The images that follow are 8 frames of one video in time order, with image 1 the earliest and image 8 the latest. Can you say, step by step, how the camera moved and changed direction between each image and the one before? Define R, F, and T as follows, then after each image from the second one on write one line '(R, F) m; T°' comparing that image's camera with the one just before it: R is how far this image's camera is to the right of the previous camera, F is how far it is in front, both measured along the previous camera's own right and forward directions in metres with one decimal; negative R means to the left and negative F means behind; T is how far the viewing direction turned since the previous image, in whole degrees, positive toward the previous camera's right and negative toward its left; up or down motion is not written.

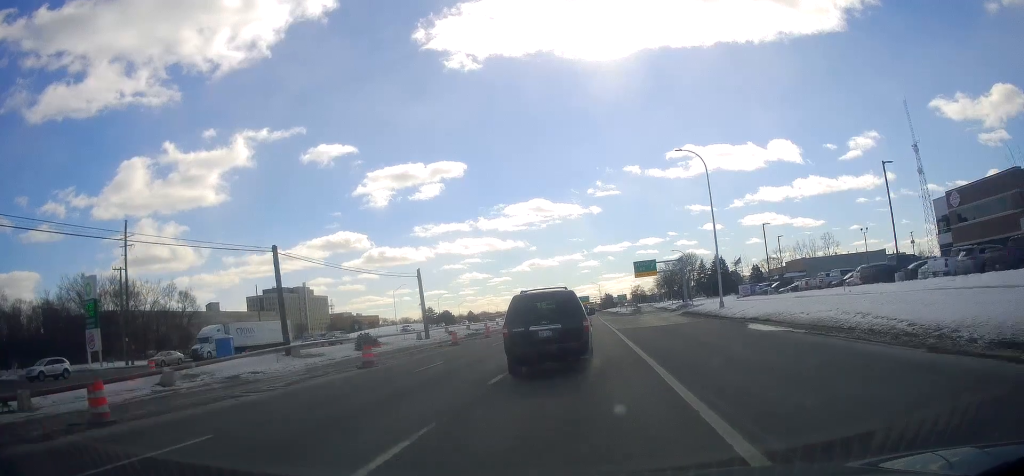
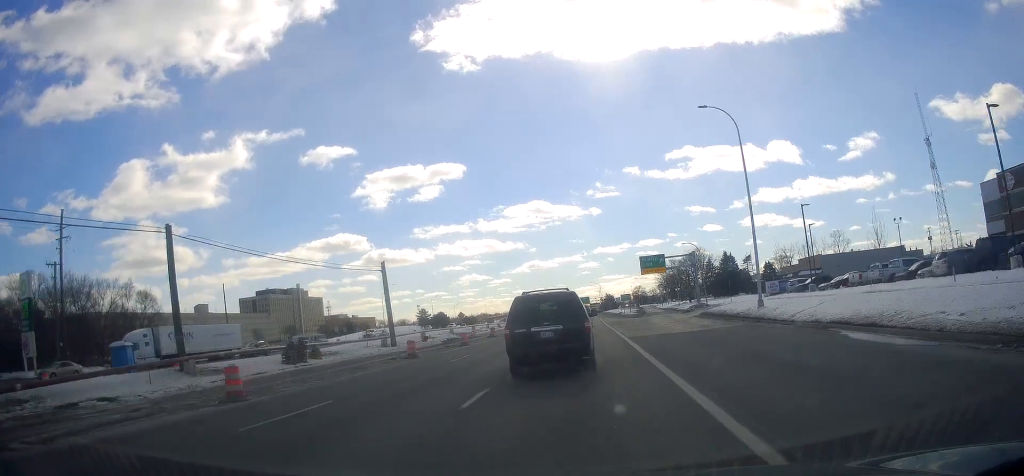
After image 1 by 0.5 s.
(+0.1, +10.7) m; 0°
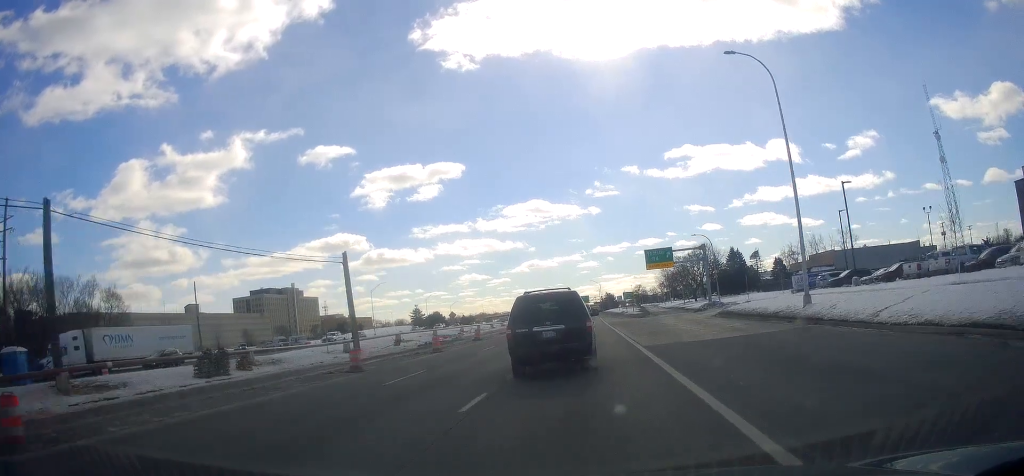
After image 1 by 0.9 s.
(-0.3, +8.0) m; 0°
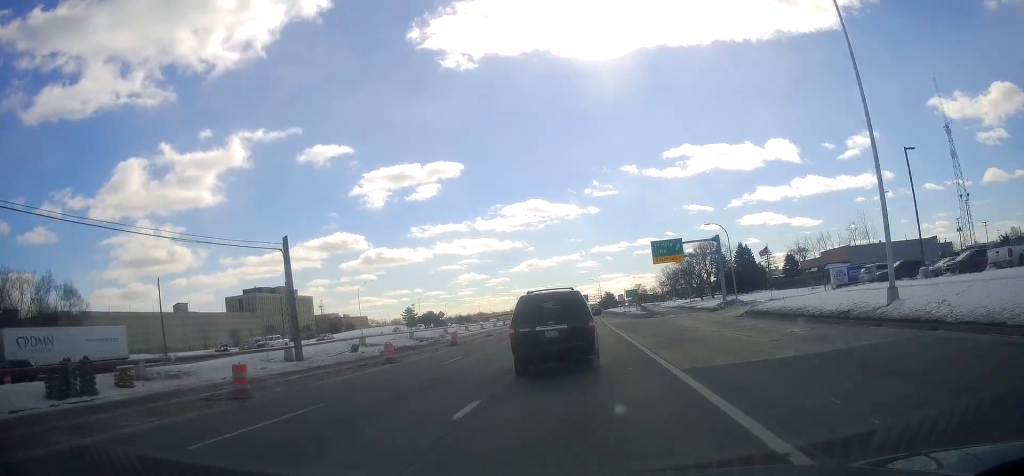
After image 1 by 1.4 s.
(-0.3, +8.7) m; 0°
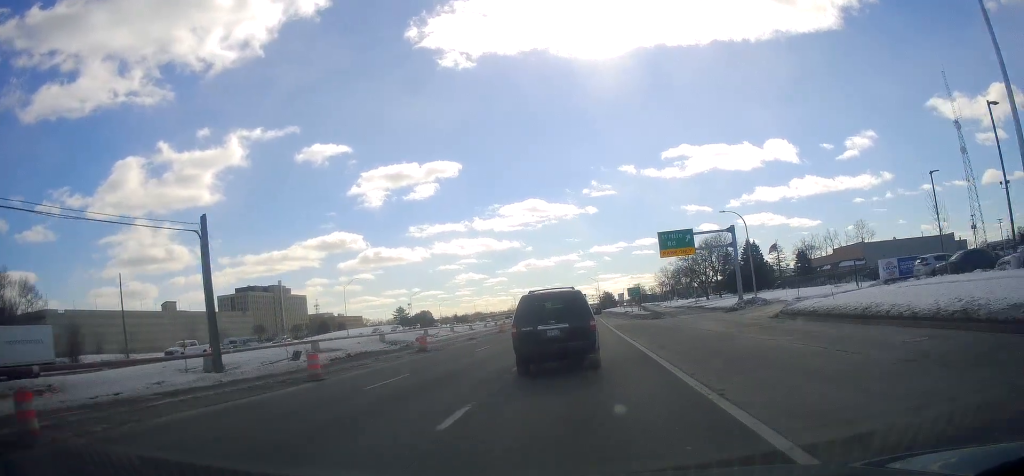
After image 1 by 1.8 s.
(+0.3, +8.1) m; +1°
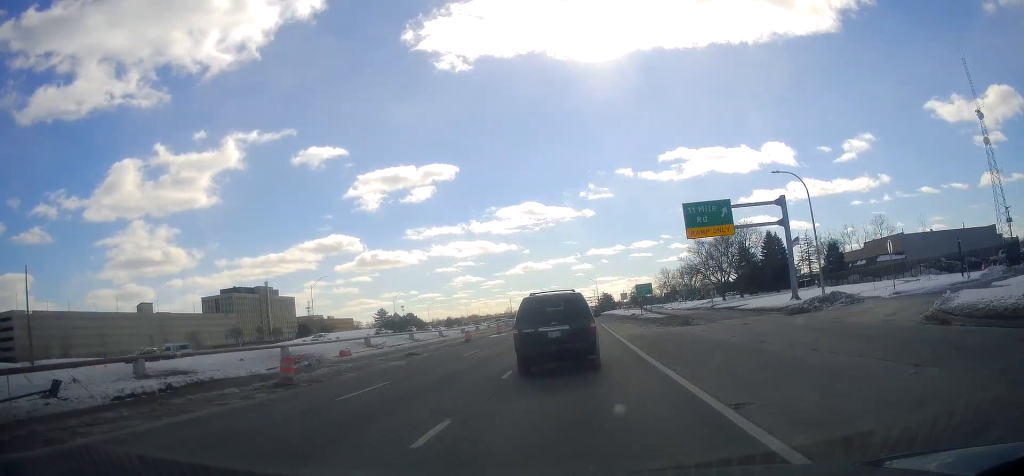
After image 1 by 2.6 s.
(+0.4, +17.0) m; +1°
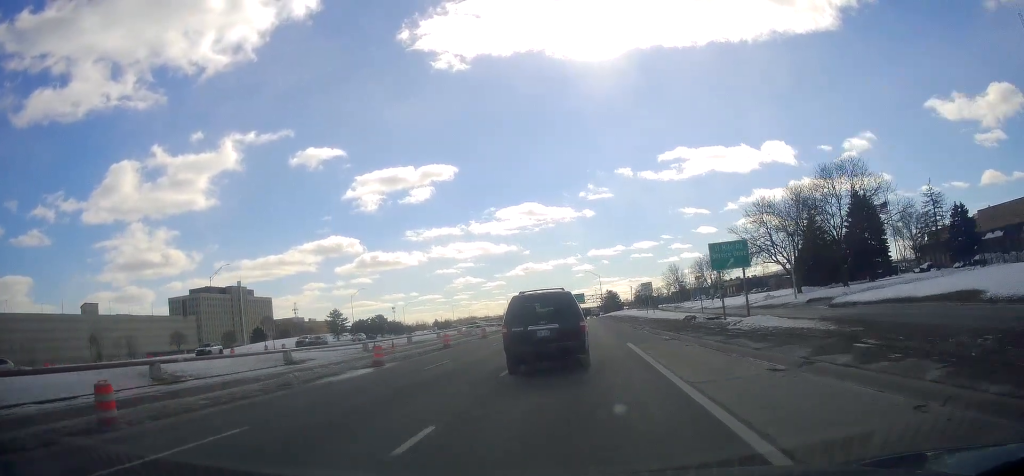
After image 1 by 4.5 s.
(-0.6, +38.2) m; -1°
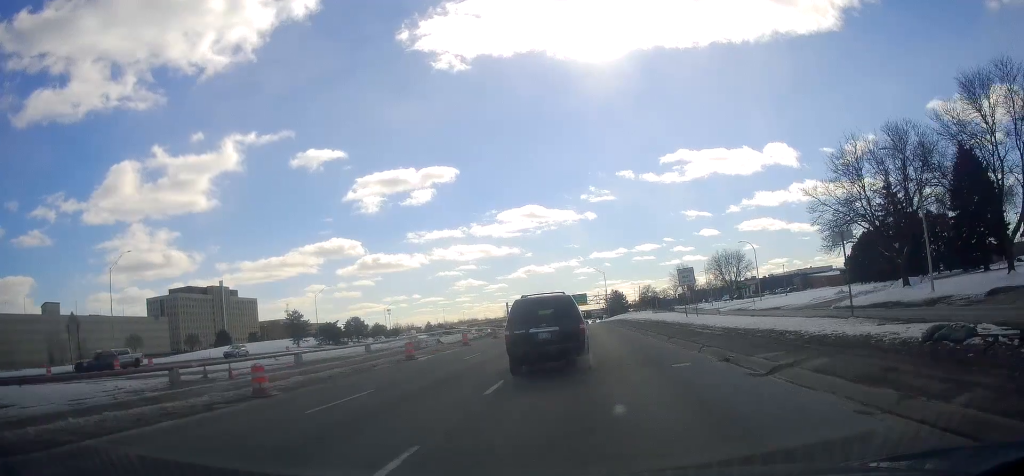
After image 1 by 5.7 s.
(0.0, +24.8) m; -1°
